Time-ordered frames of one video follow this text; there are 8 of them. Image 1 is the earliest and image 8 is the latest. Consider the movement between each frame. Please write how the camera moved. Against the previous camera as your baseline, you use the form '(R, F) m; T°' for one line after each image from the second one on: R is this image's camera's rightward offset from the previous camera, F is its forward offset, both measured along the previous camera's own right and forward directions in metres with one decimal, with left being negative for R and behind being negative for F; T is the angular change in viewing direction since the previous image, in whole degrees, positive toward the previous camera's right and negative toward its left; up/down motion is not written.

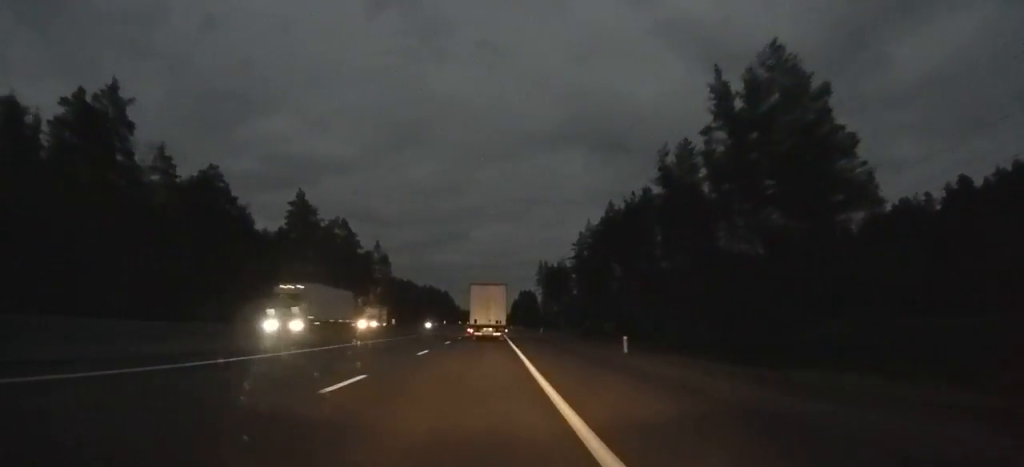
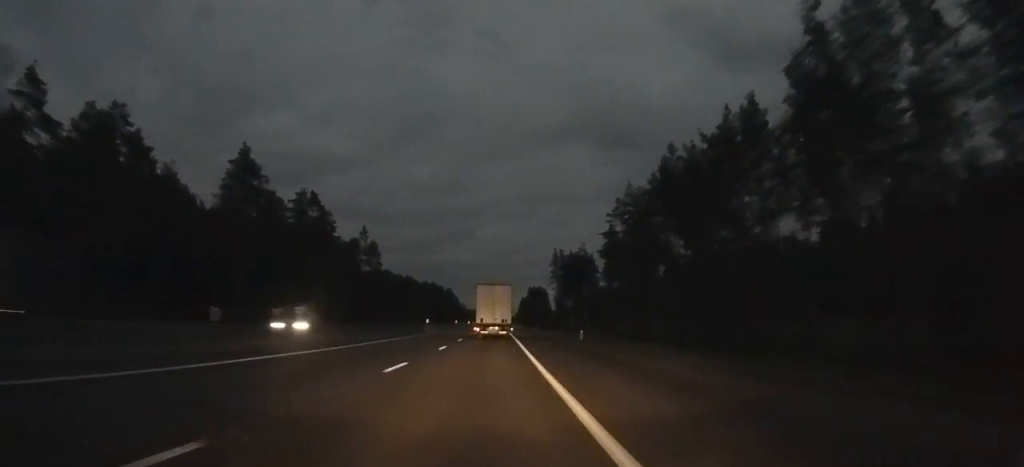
(0.0, +31.2) m; 0°
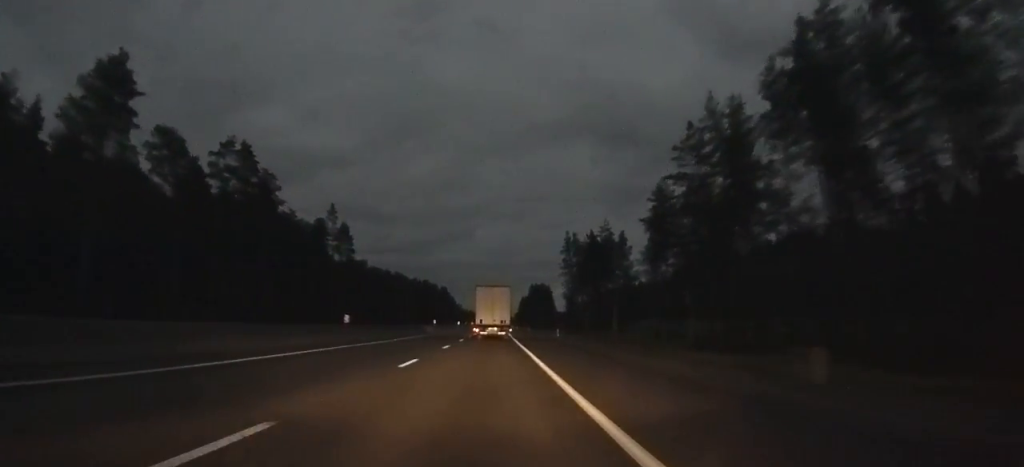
(0.0, +34.2) m; 0°
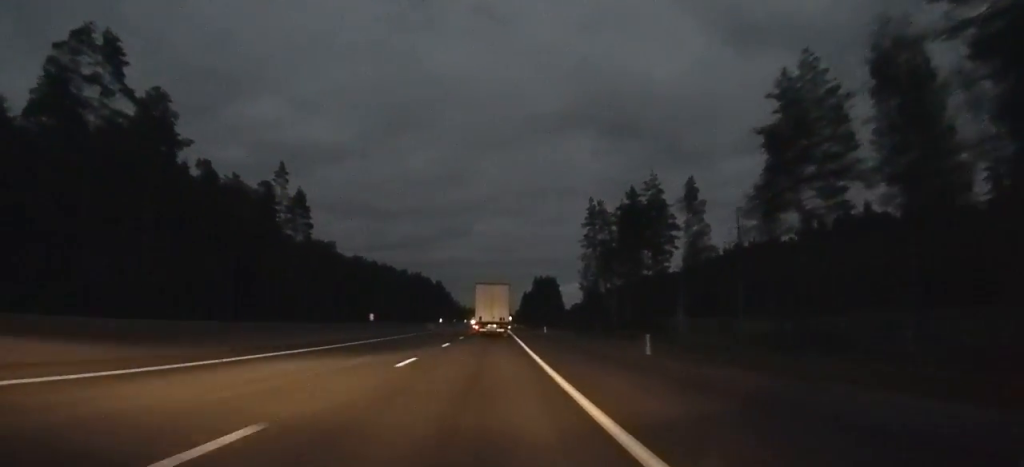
(-0.1, +36.0) m; 0°
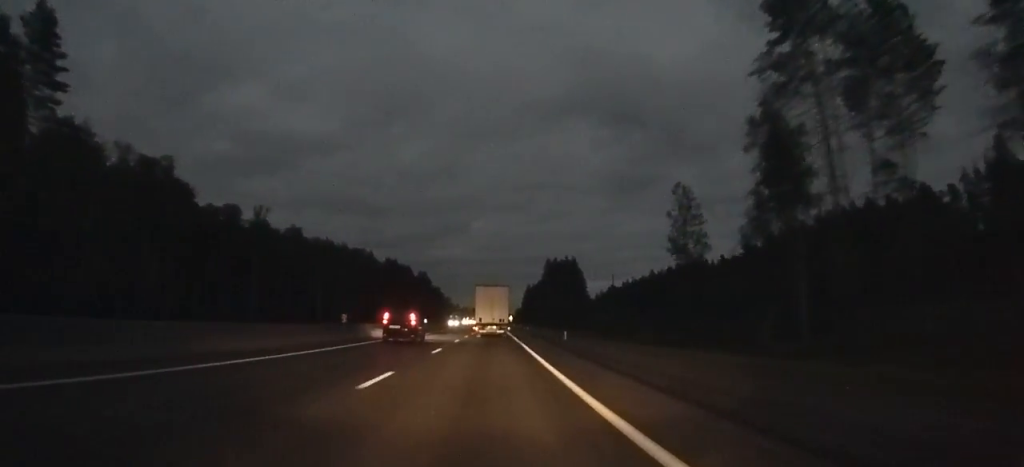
(+0.2, +75.7) m; +1°
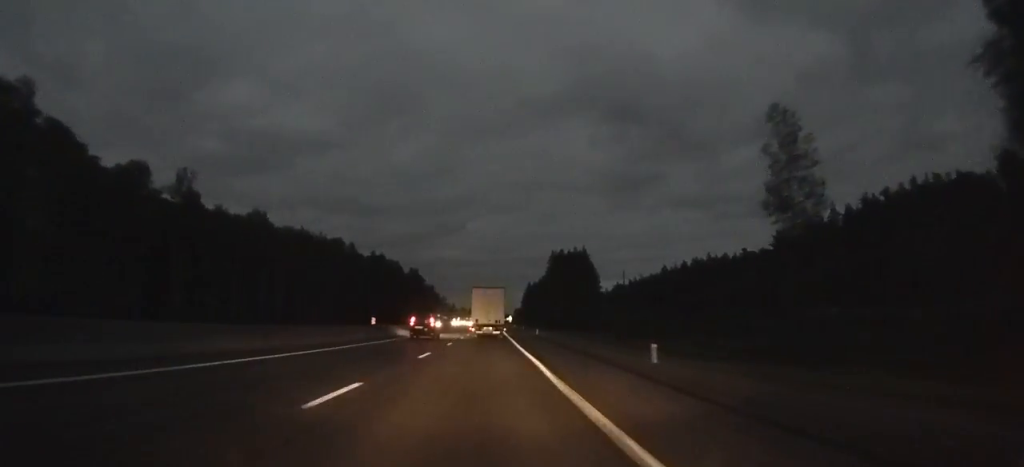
(+0.1, +26.7) m; 0°
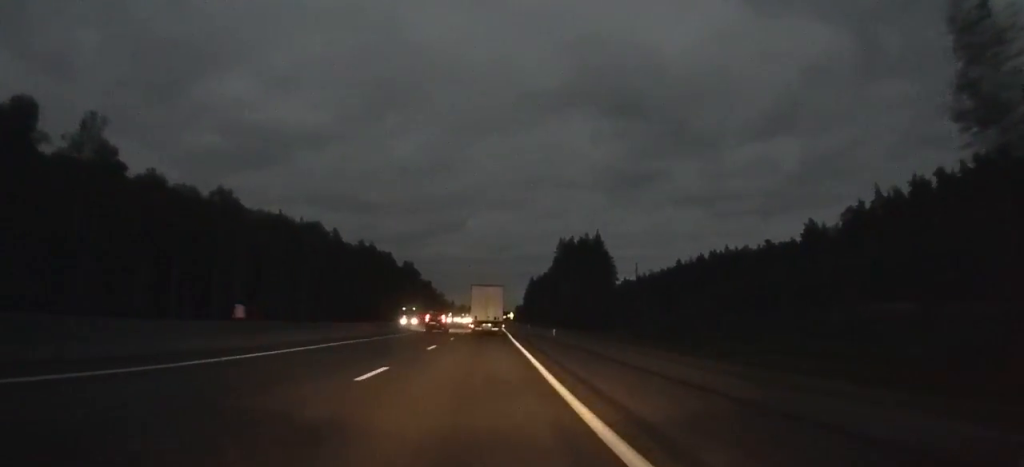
(0.0, +21.0) m; 0°
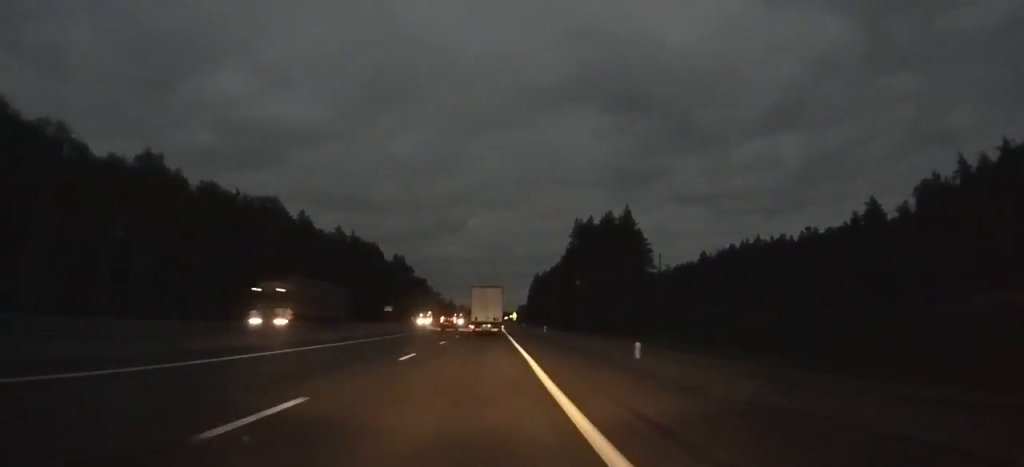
(0.0, +30.5) m; 0°
